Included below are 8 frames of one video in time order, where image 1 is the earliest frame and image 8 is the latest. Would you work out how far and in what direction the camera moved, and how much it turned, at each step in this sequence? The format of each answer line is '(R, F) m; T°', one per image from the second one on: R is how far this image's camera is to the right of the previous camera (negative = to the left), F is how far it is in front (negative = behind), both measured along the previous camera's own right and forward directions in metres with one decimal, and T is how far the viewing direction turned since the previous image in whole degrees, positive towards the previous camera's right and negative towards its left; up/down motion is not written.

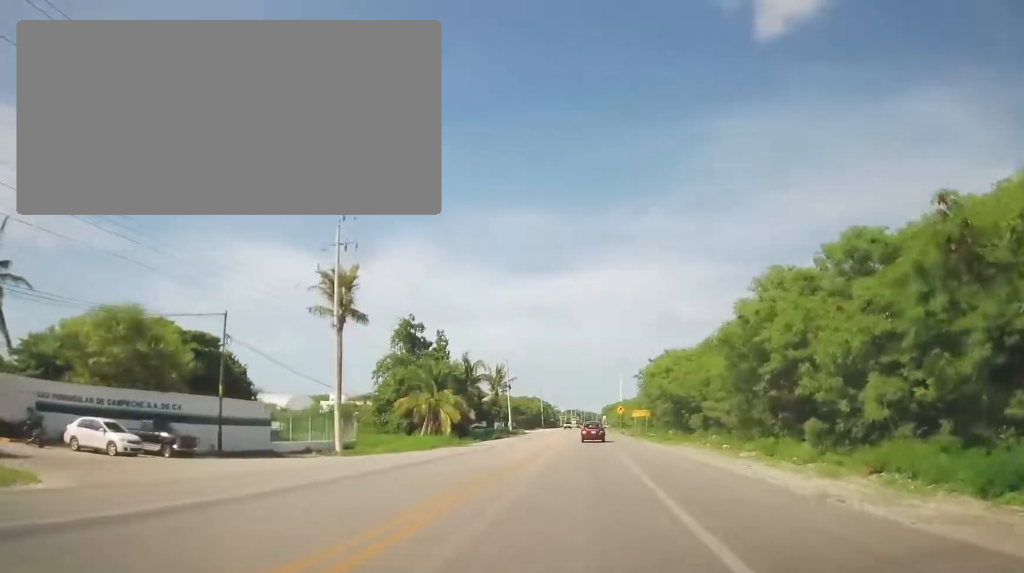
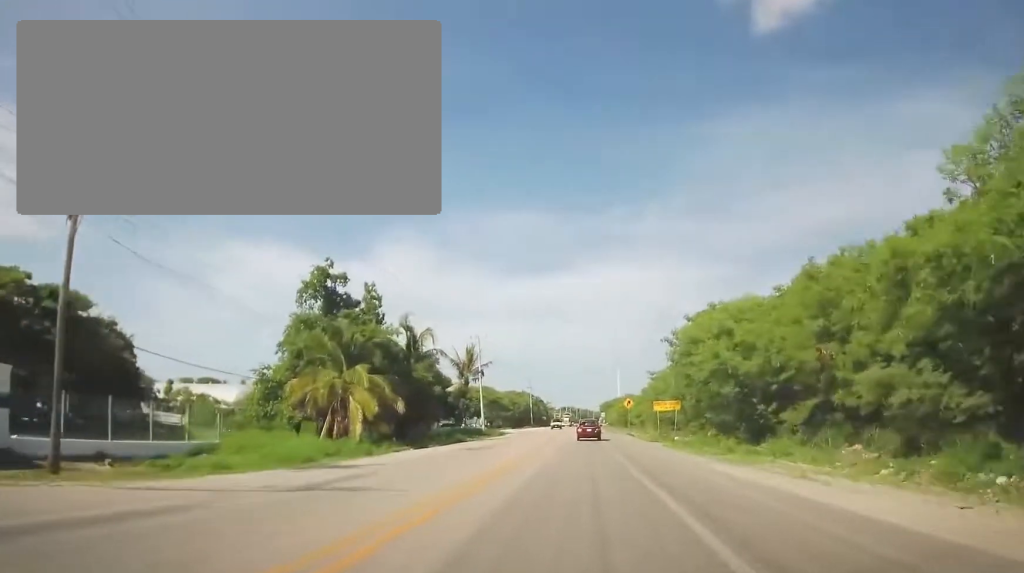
(-0.4, +22.1) m; 0°
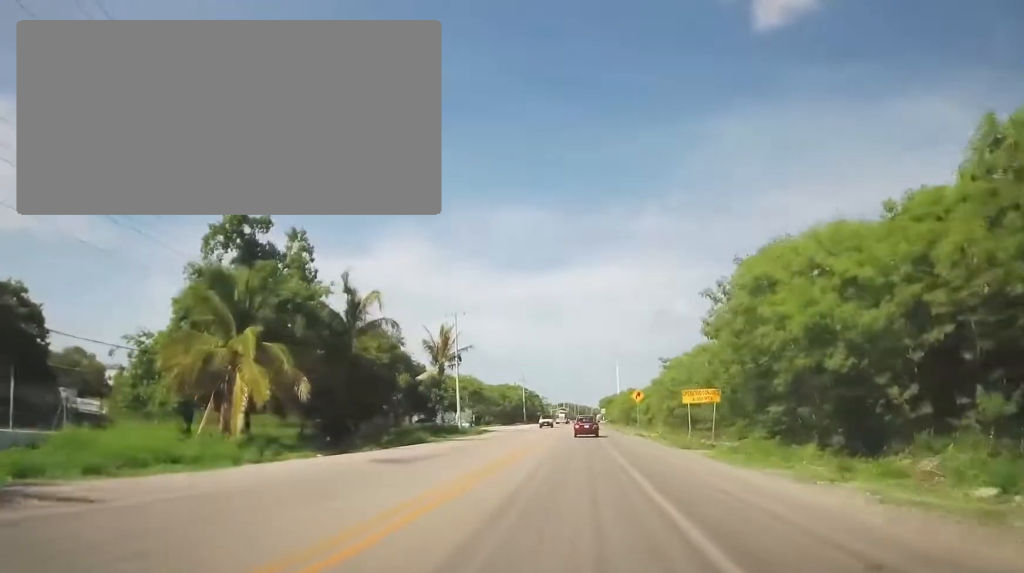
(+0.1, +12.6) m; +2°
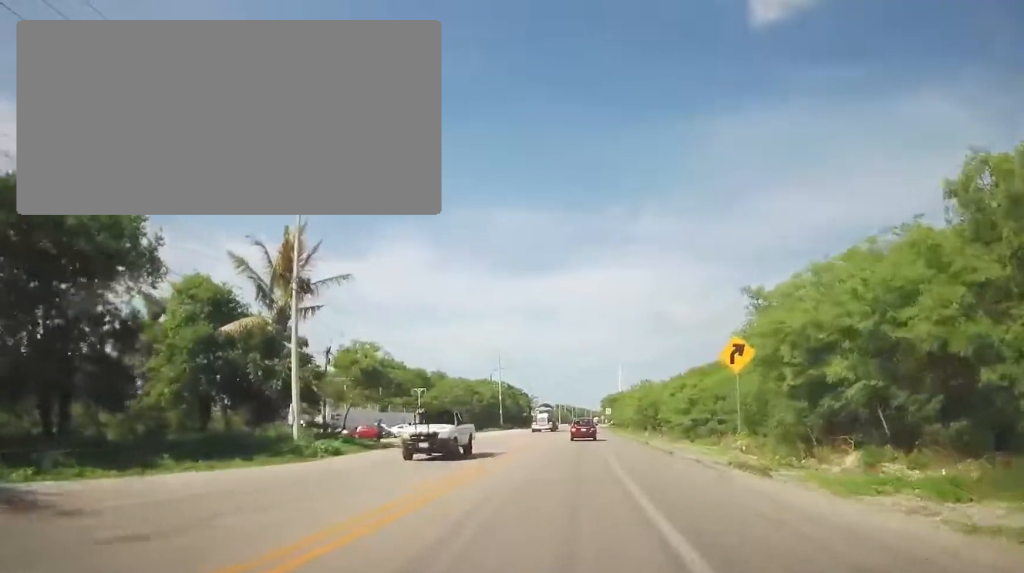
(+1.4, +33.6) m; +3°
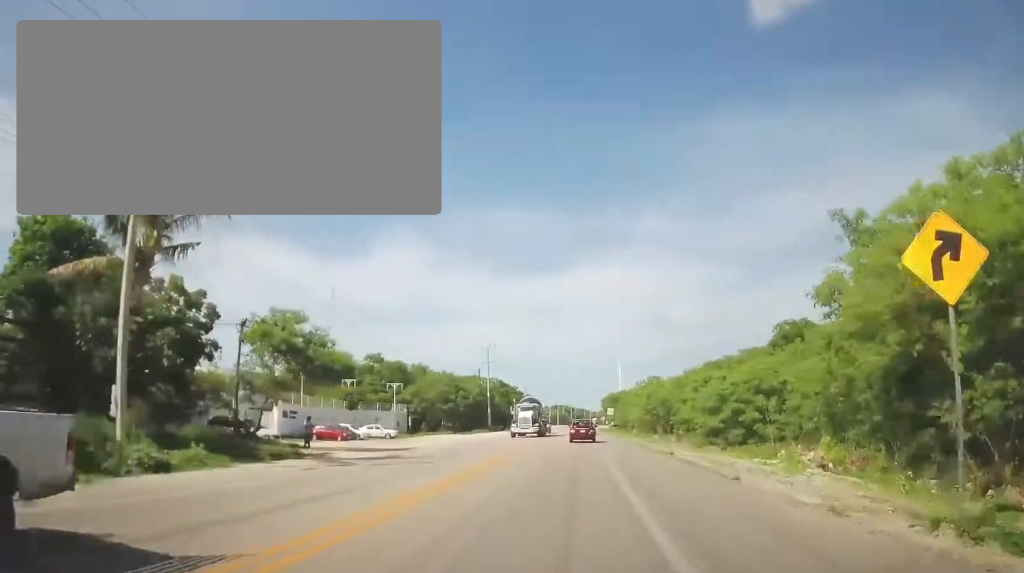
(-0.1, +11.1) m; 0°
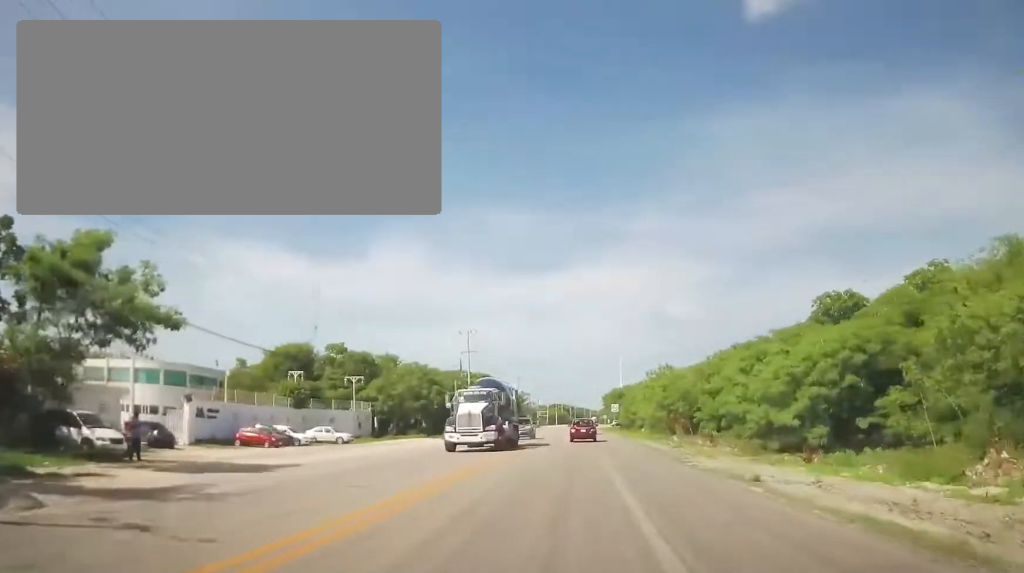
(0.0, +13.5) m; 0°
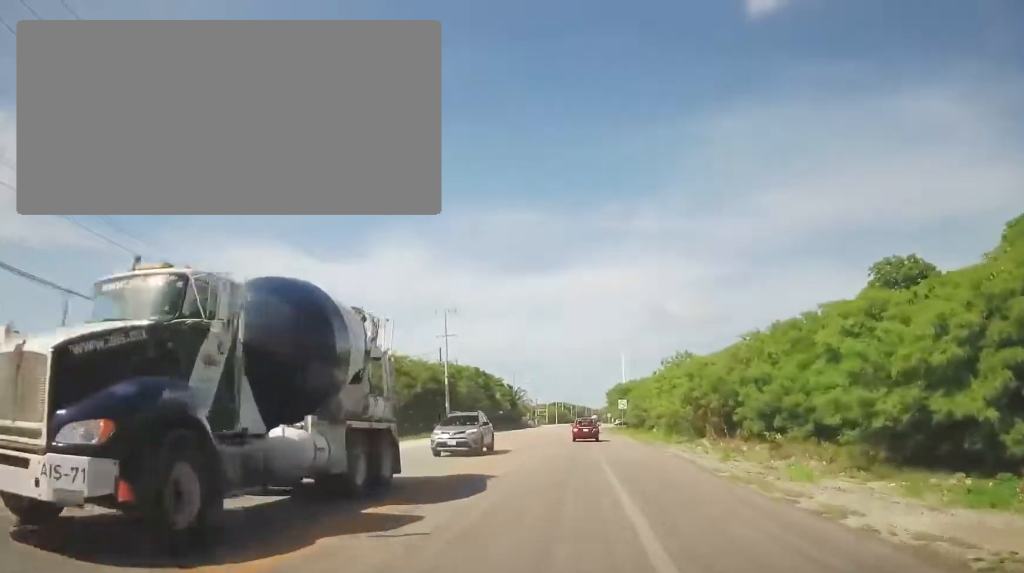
(0.0, +12.5) m; 0°
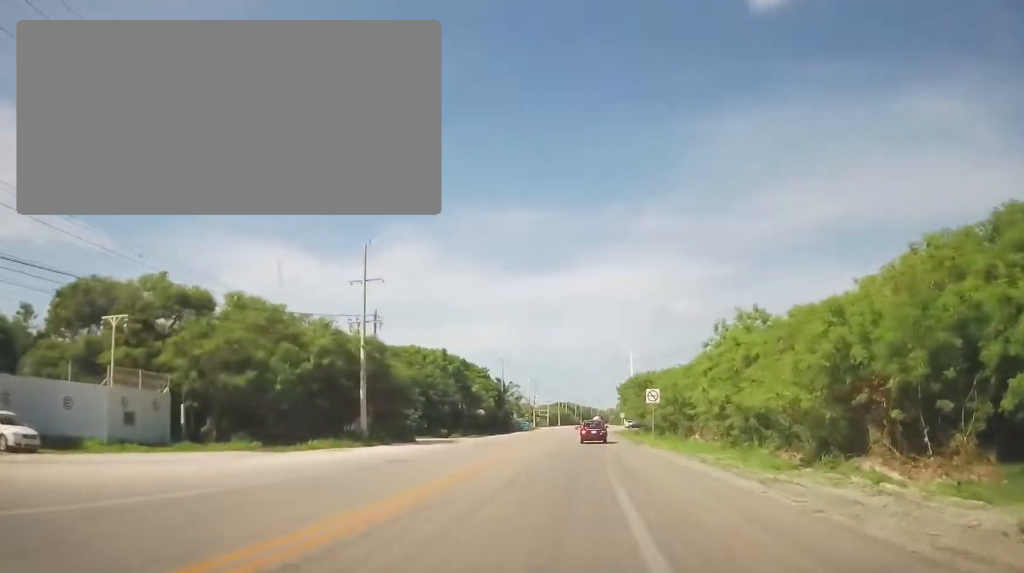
(-0.4, +23.2) m; -1°
